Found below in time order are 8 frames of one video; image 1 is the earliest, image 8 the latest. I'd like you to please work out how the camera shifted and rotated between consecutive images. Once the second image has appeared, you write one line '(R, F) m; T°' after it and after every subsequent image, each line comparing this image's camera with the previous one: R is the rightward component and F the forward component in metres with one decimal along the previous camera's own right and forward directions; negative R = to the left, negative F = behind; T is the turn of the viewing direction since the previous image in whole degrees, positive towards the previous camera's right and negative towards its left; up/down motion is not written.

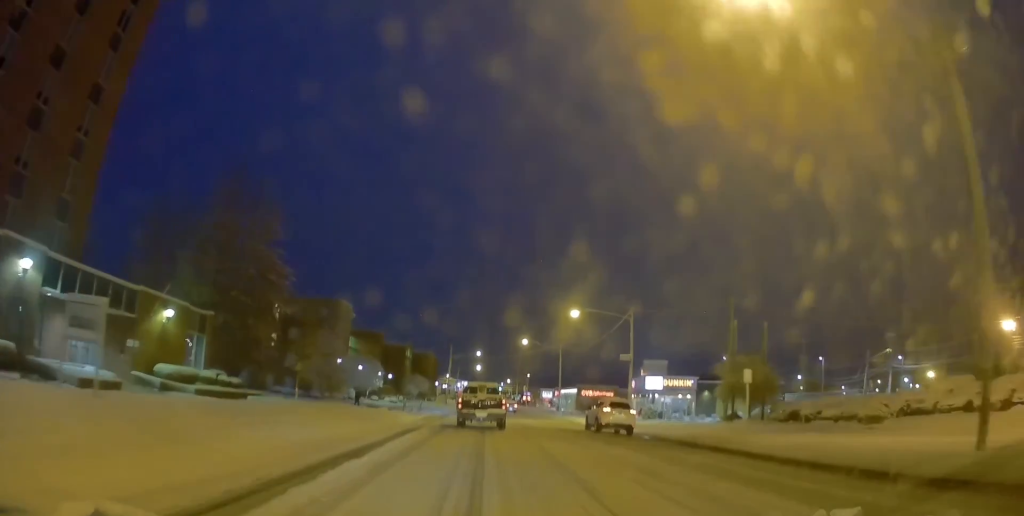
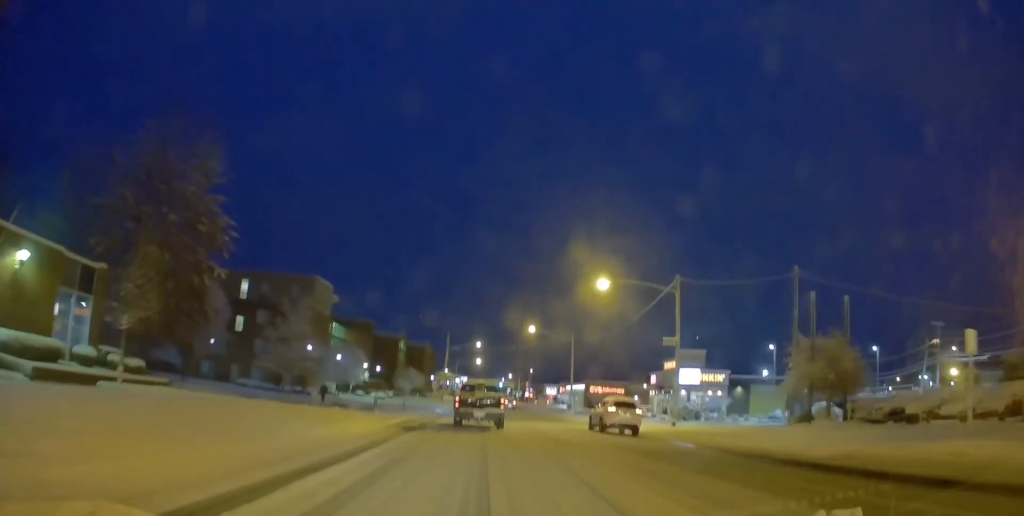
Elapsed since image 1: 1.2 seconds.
(-0.6, +10.7) m; -3°
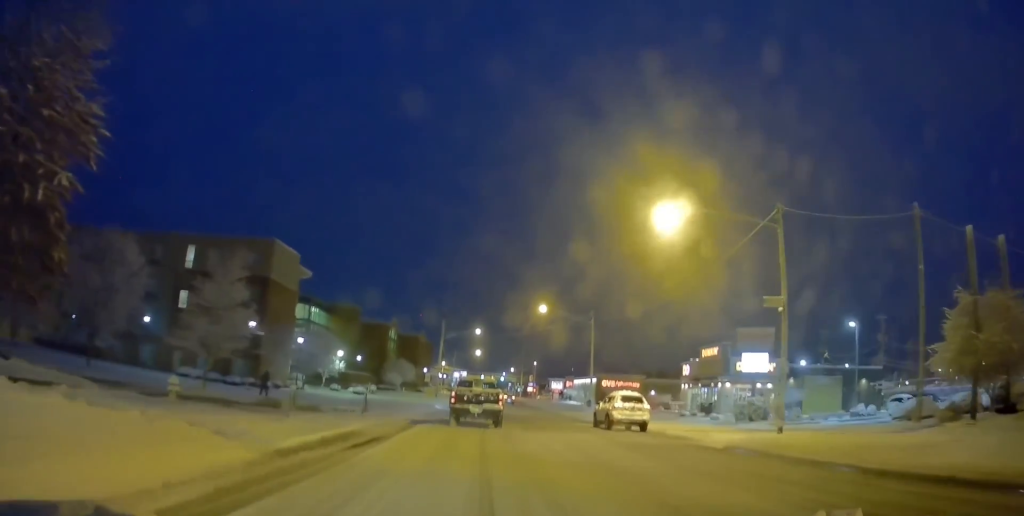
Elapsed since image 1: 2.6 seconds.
(+0.1, +13.3) m; +1°
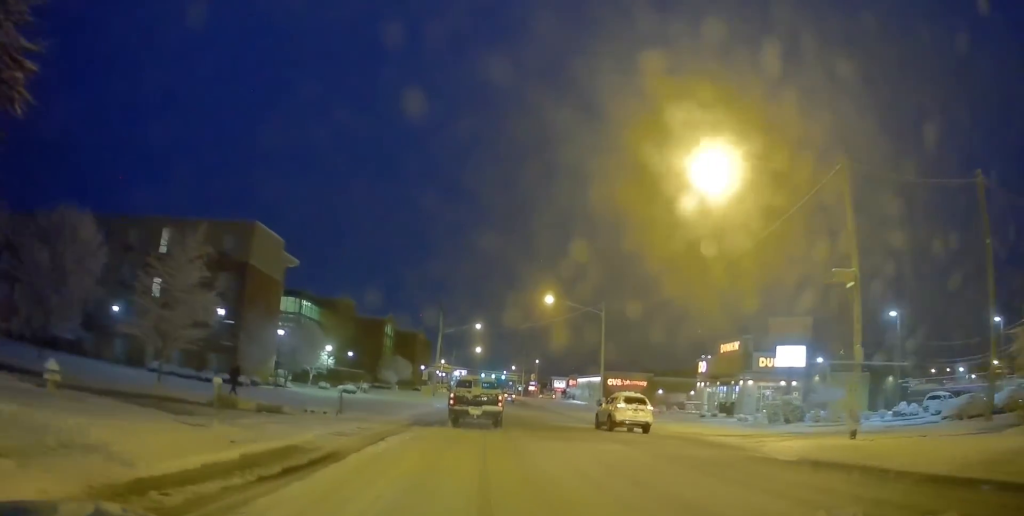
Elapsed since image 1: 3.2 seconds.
(0.0, +5.3) m; 0°
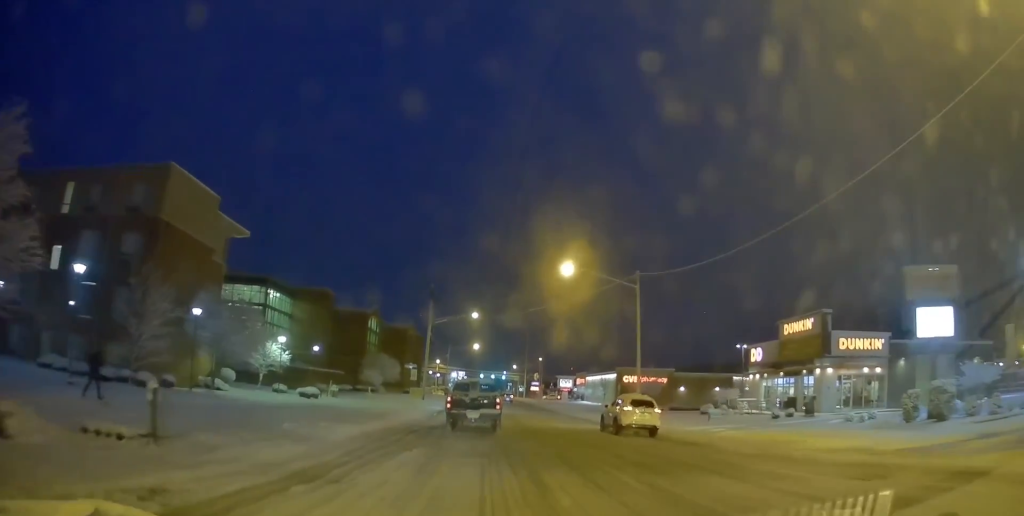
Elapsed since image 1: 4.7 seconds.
(0.0, +14.0) m; +2°
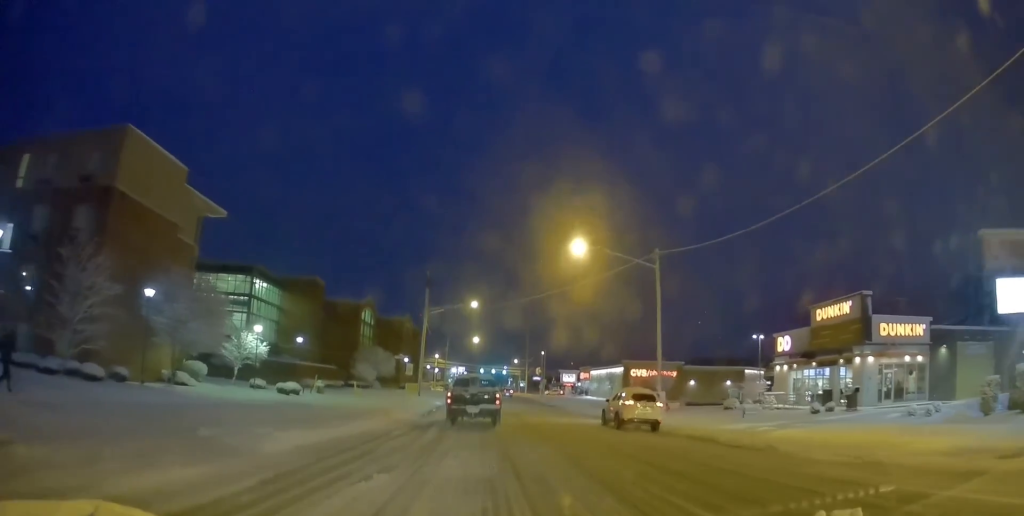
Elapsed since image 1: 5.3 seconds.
(+0.1, +5.3) m; +1°
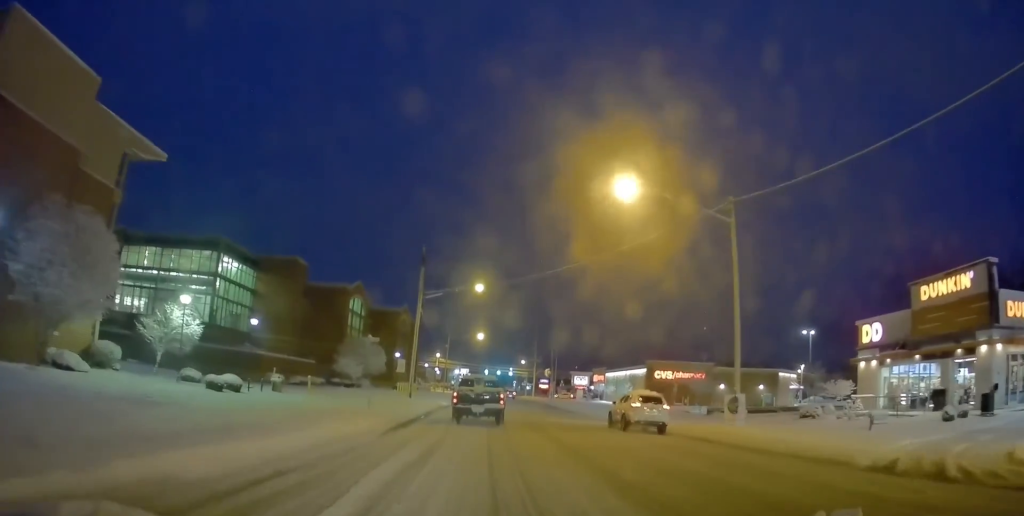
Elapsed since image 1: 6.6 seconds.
(0.0, +11.6) m; 0°
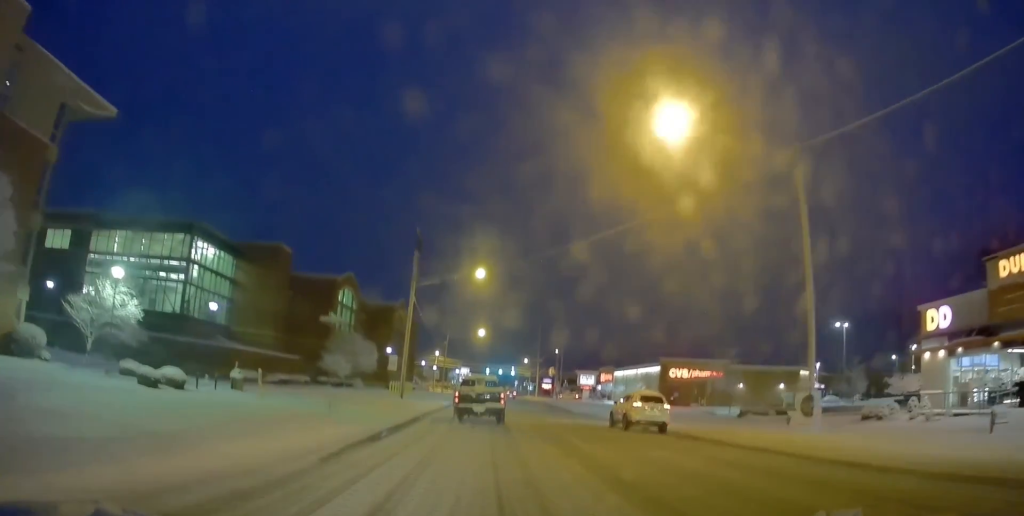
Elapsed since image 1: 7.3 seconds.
(-0.1, +6.6) m; 0°
